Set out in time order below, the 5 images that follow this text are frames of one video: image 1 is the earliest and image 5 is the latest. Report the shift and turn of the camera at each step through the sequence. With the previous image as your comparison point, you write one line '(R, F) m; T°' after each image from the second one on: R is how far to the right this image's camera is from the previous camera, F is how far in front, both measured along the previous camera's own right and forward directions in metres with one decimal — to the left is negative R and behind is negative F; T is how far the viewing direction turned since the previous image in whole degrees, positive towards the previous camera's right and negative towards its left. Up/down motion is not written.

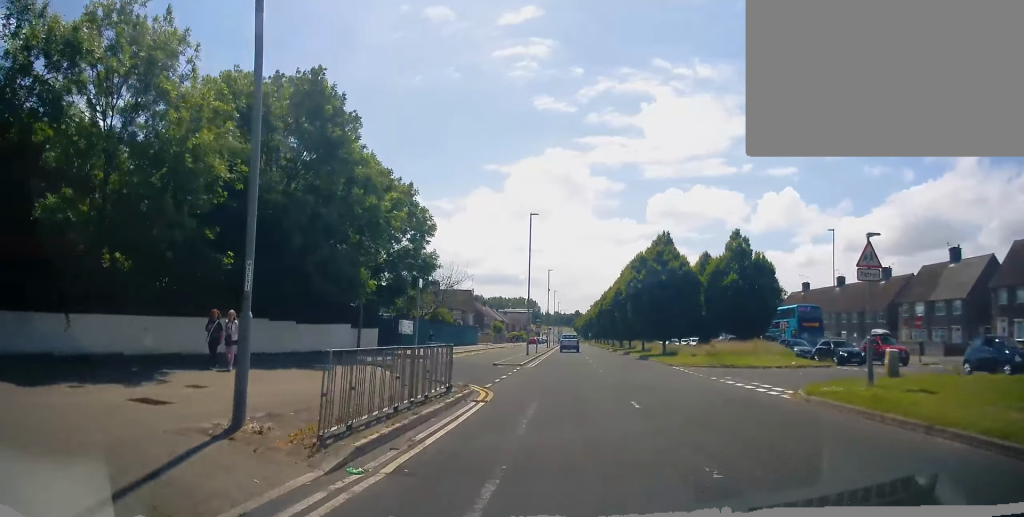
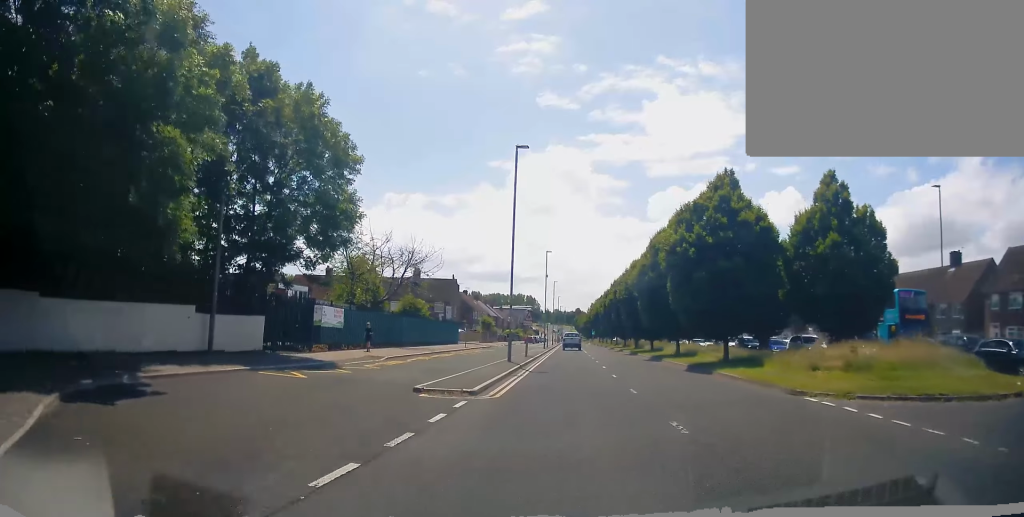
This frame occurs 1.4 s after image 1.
(0.0, +15.4) m; 0°
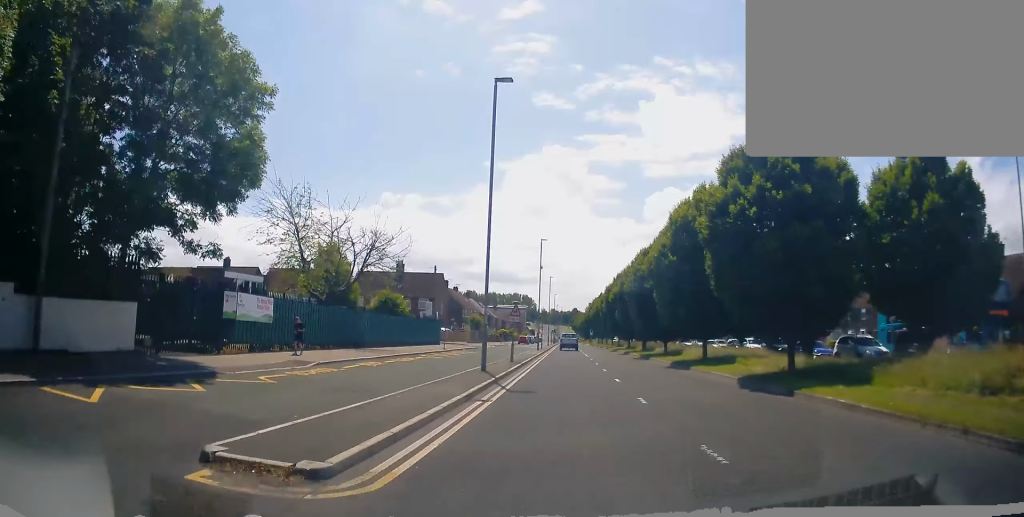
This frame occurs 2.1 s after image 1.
(0.0, +7.9) m; 0°
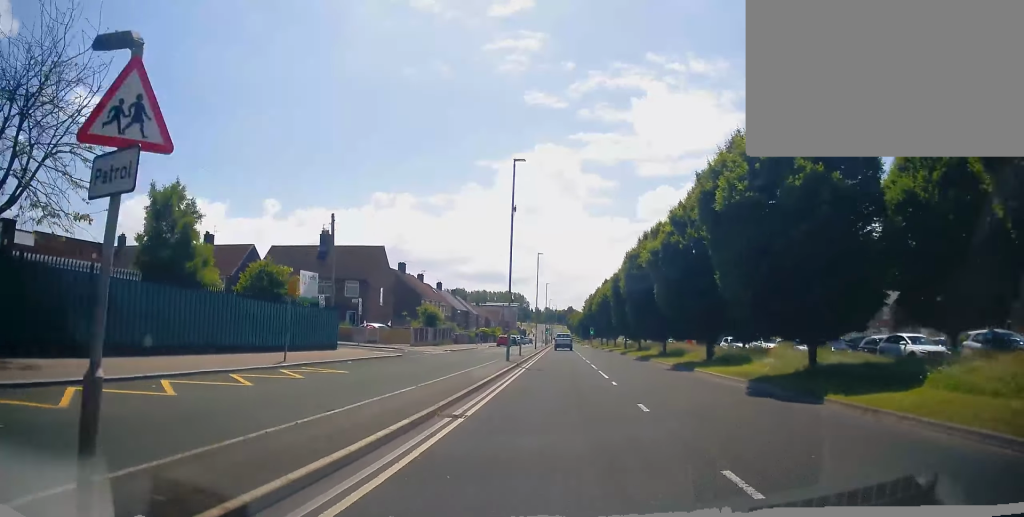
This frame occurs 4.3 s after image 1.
(+0.3, +25.8) m; +2°
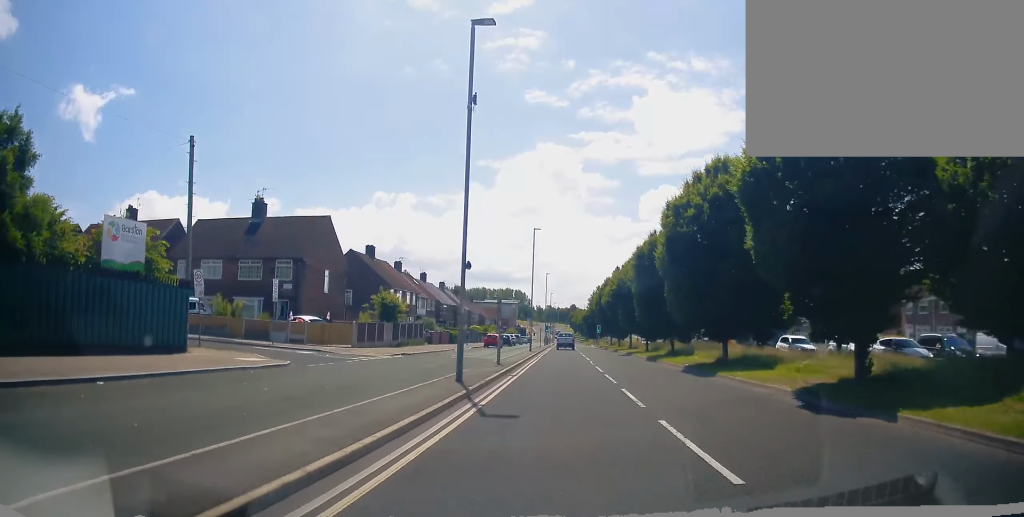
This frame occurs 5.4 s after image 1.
(0.0, +14.5) m; -1°
